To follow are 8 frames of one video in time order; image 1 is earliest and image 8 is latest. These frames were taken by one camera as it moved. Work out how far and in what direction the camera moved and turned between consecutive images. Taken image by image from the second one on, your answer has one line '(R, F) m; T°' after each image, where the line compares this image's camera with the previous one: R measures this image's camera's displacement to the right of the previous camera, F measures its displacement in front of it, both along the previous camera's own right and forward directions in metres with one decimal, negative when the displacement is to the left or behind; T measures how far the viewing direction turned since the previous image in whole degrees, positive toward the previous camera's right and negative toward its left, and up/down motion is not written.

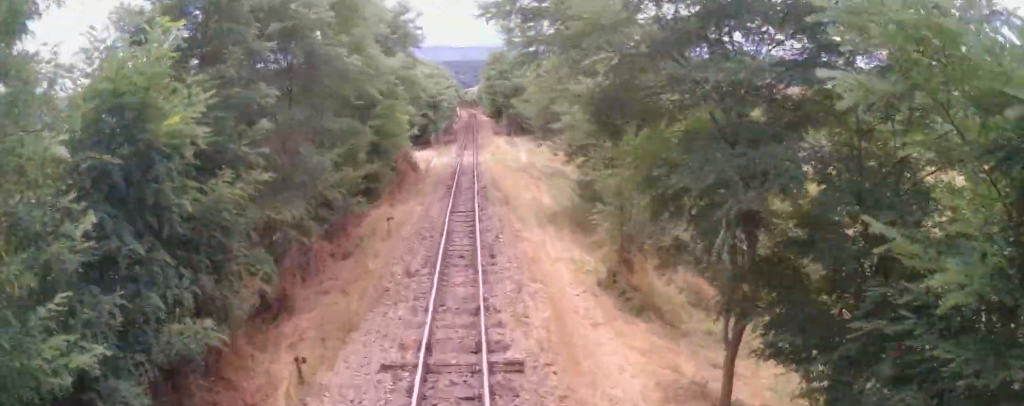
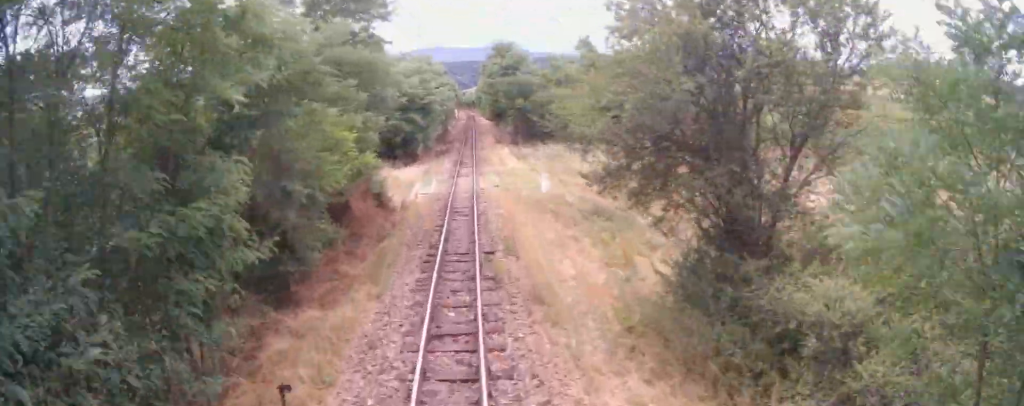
(0.0, +9.8) m; 0°
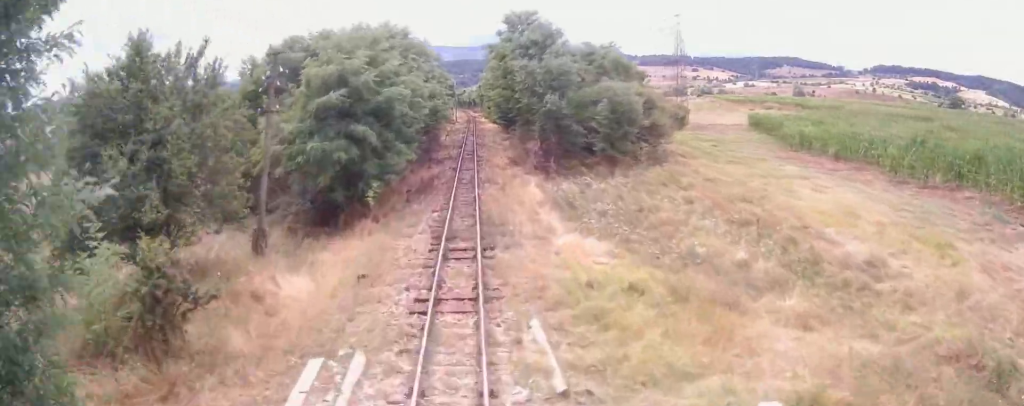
(0.0, +17.5) m; 0°
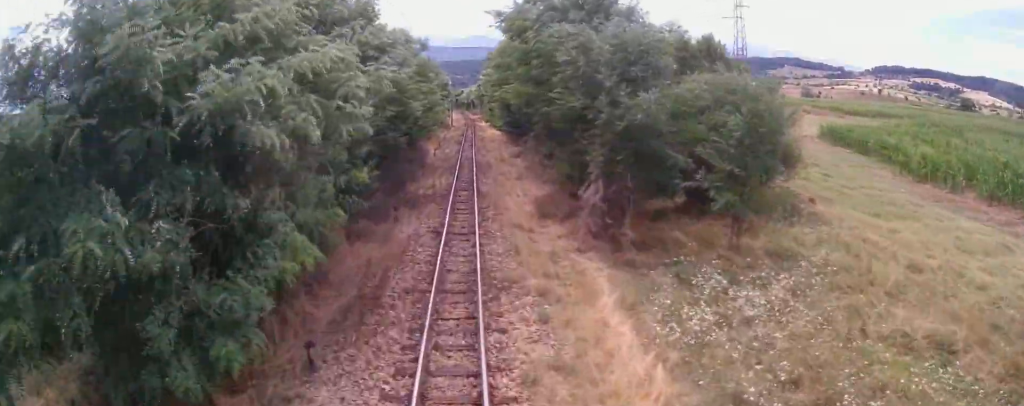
(0.0, +13.7) m; +1°
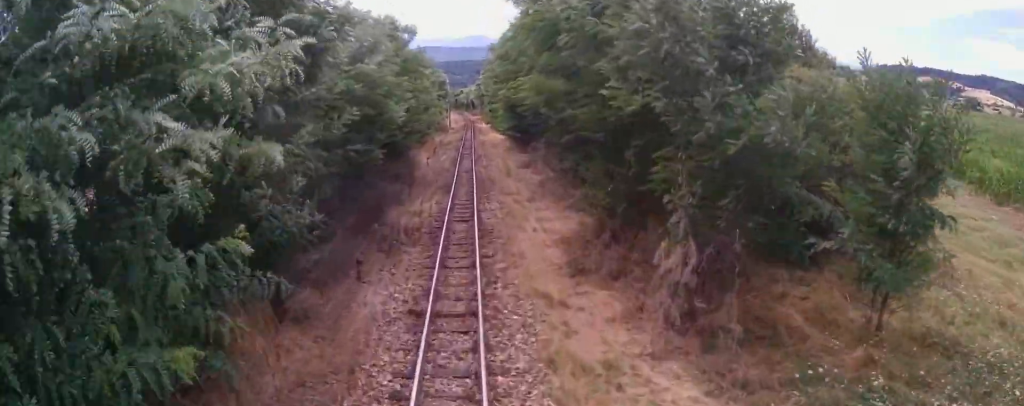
(0.0, +6.0) m; +1°
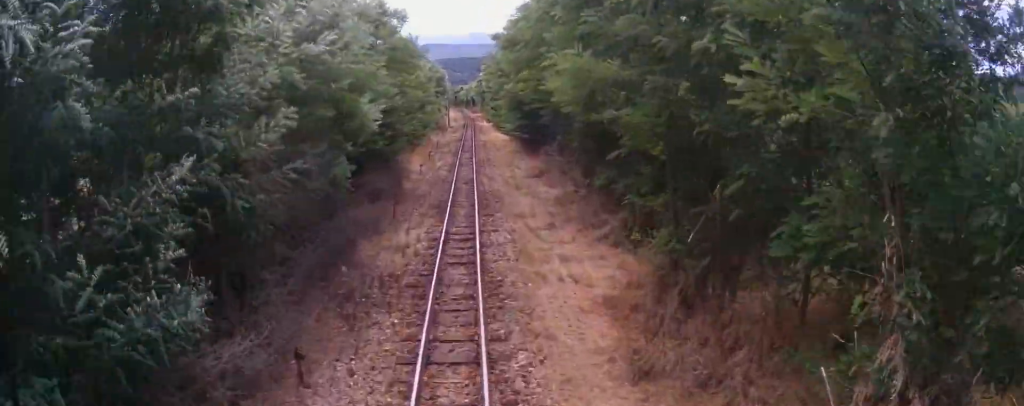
(+0.2, +4.8) m; 0°
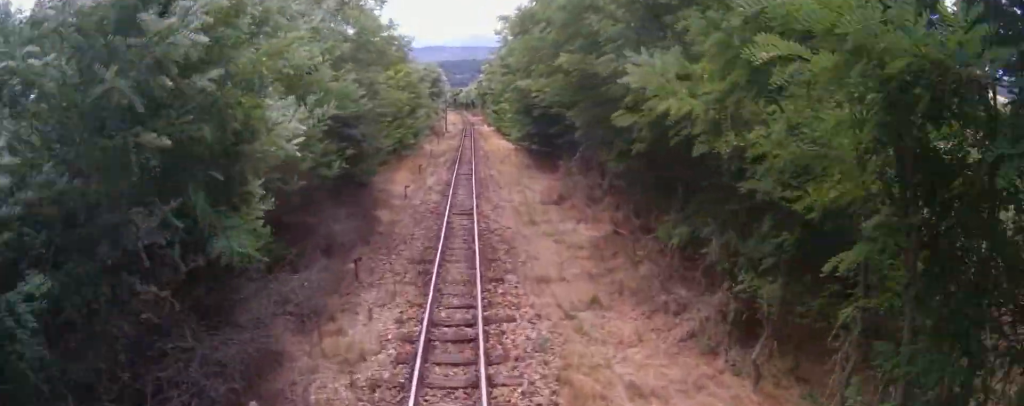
(0.0, +6.1) m; 0°
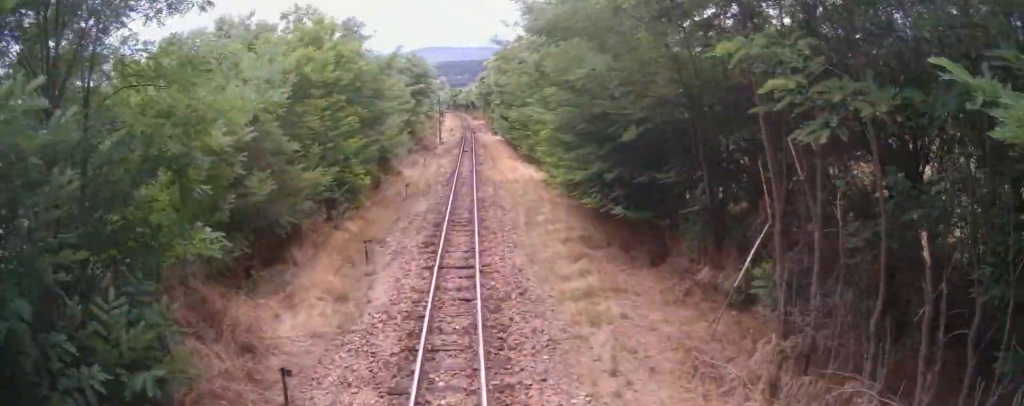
(-0.3, +15.3) m; -1°
